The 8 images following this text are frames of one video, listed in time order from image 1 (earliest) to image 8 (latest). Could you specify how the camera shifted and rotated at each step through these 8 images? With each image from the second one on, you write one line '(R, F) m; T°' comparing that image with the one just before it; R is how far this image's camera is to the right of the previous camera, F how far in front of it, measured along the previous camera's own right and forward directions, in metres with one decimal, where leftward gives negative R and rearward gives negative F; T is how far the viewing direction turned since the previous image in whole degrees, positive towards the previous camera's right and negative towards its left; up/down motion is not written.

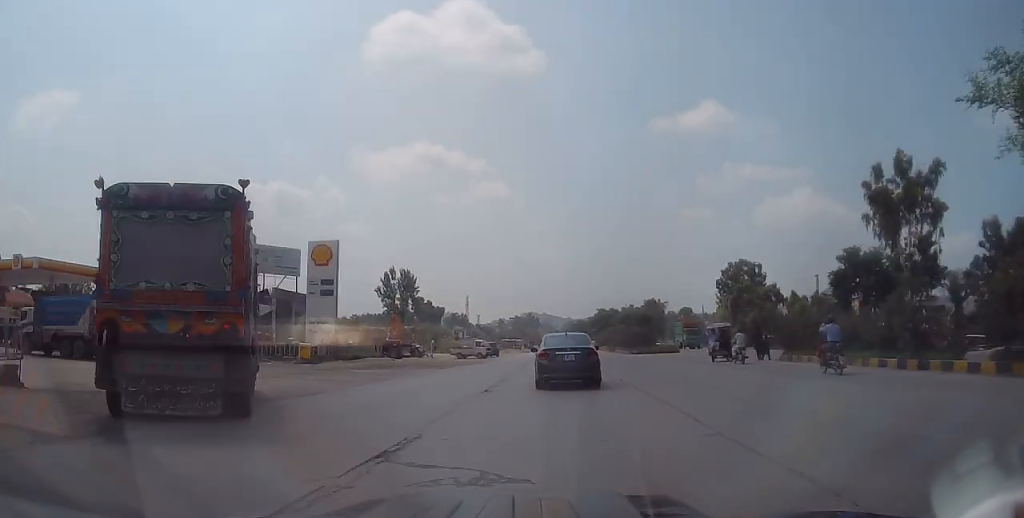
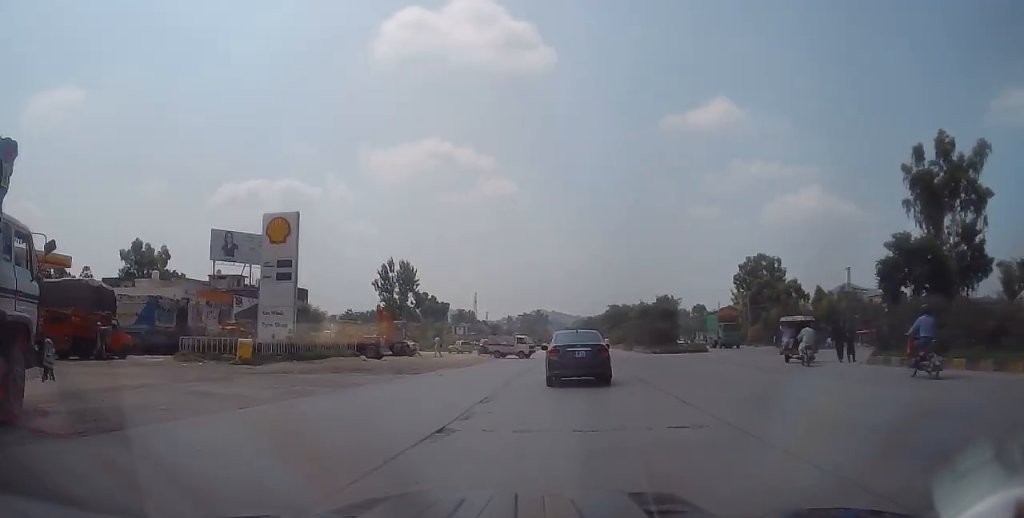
(-0.4, +8.0) m; 0°
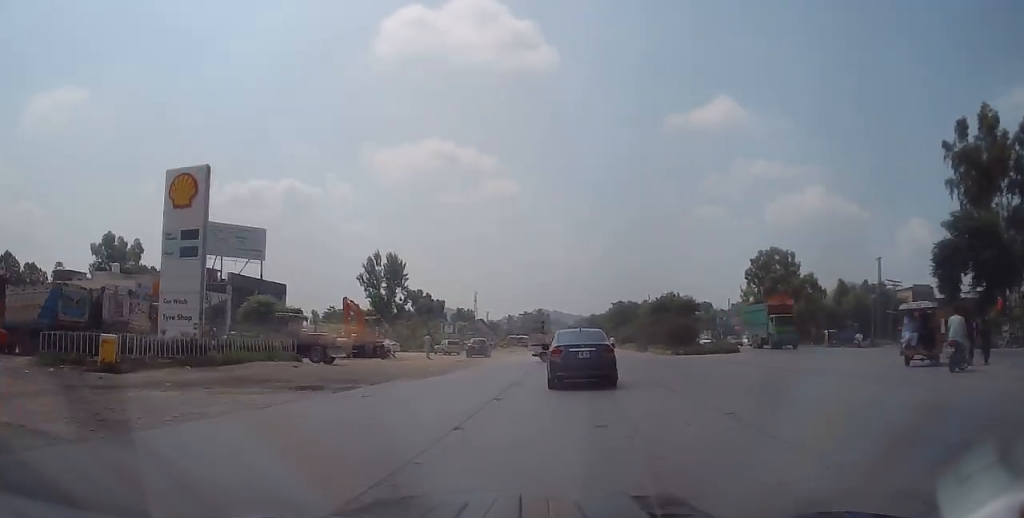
(+0.5, +9.0) m; 0°
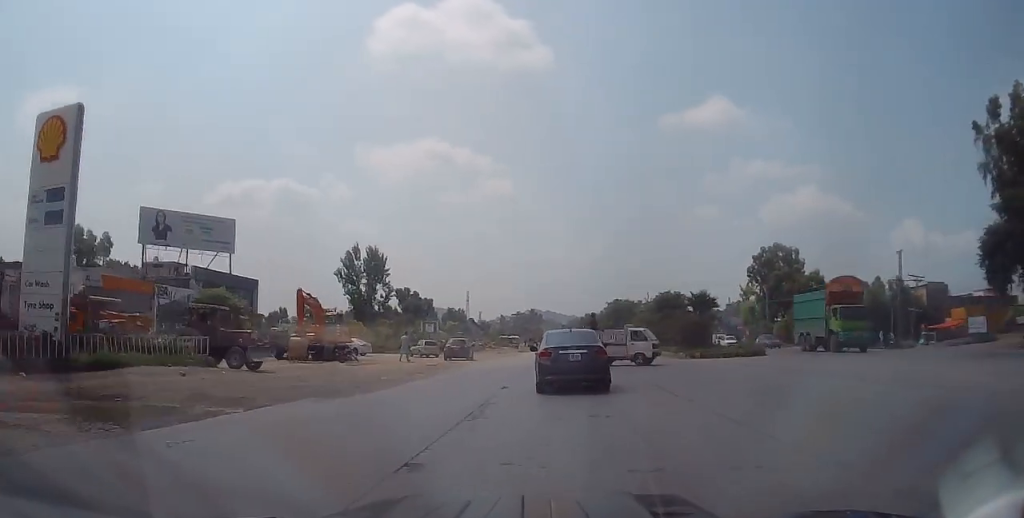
(-0.4, +7.0) m; -2°
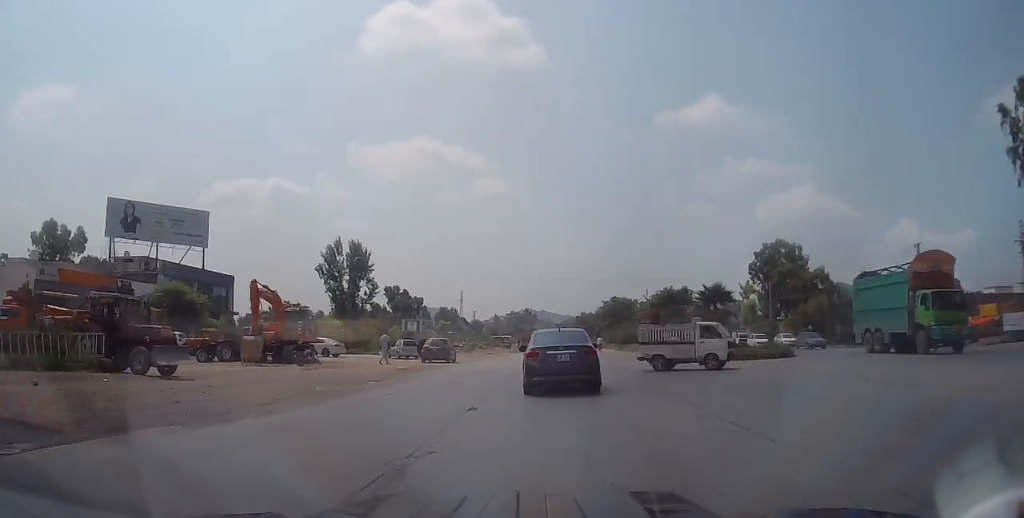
(-0.1, +5.5) m; -1°
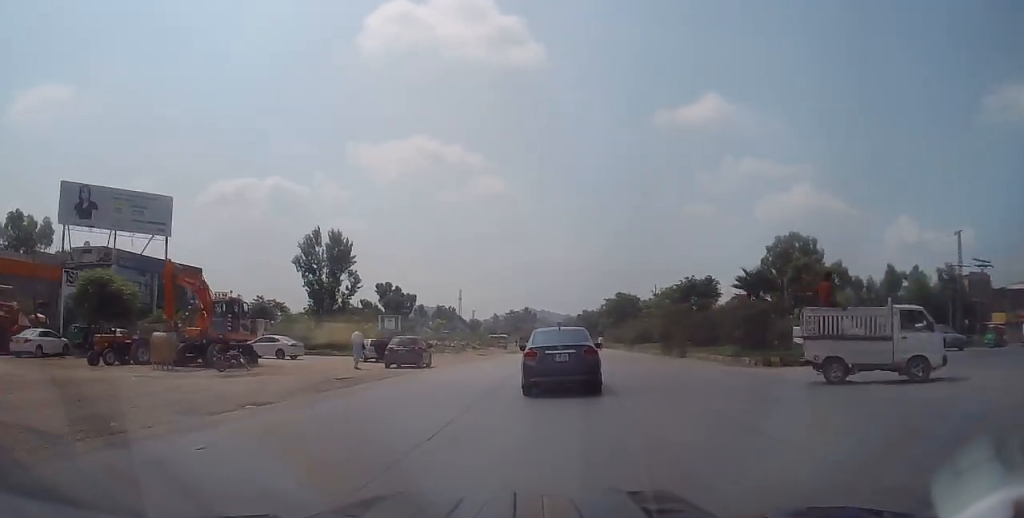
(+0.1, +8.4) m; +1°
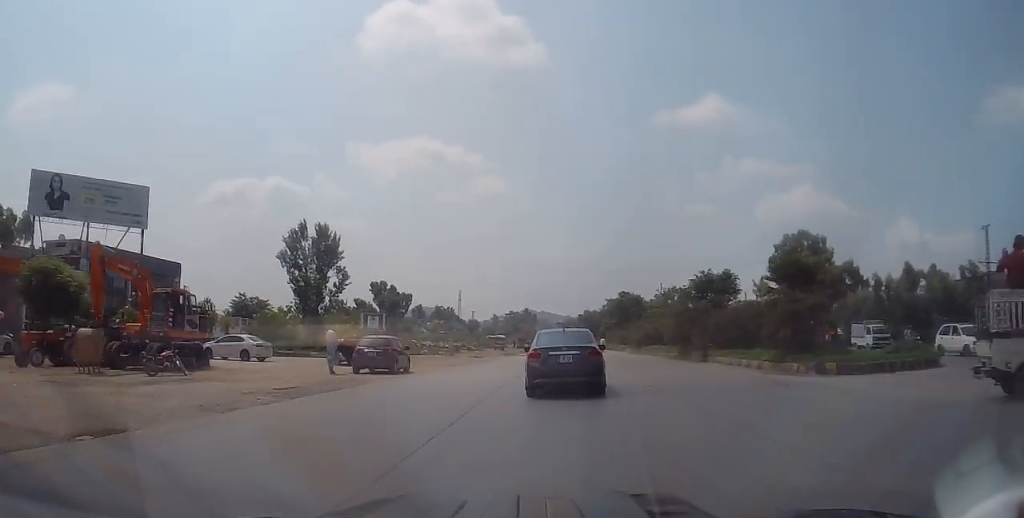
(0.0, +4.9) m; +1°
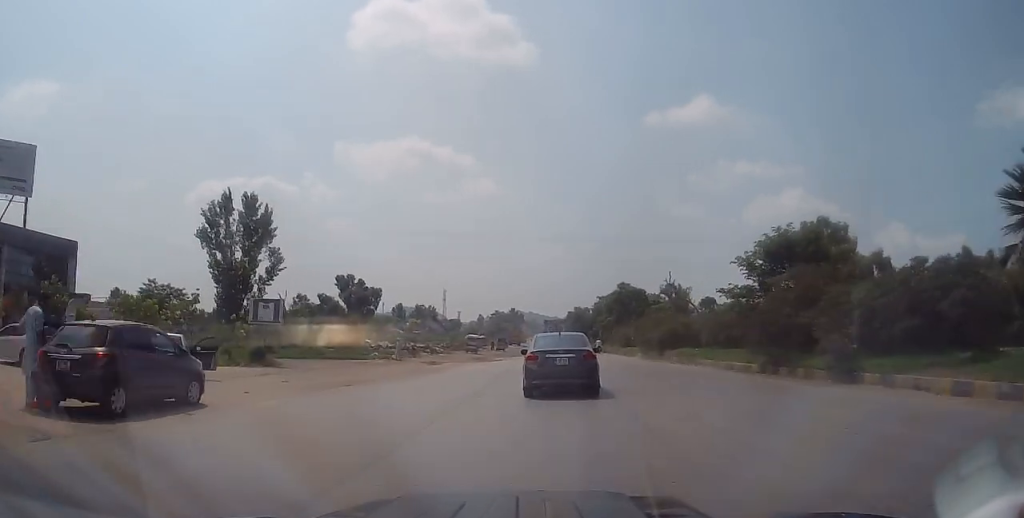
(+0.6, +16.4) m; +3°
